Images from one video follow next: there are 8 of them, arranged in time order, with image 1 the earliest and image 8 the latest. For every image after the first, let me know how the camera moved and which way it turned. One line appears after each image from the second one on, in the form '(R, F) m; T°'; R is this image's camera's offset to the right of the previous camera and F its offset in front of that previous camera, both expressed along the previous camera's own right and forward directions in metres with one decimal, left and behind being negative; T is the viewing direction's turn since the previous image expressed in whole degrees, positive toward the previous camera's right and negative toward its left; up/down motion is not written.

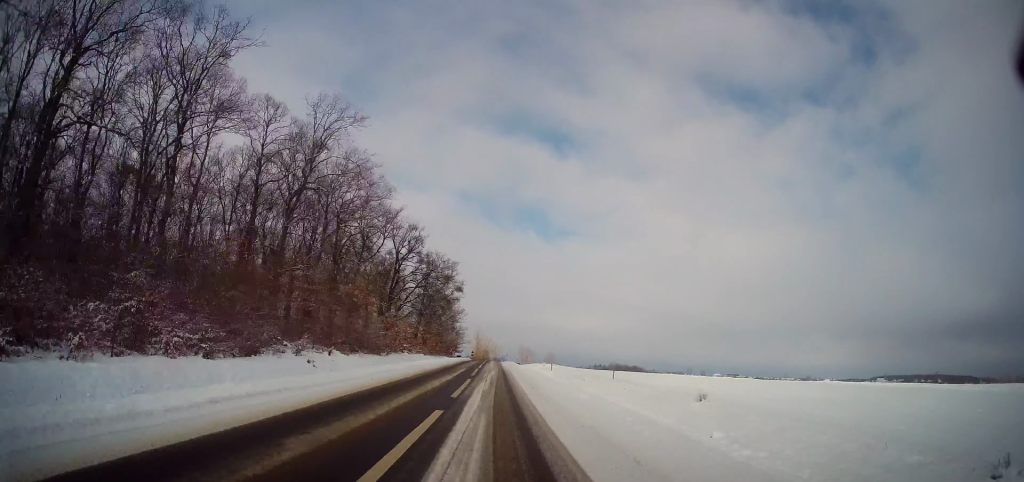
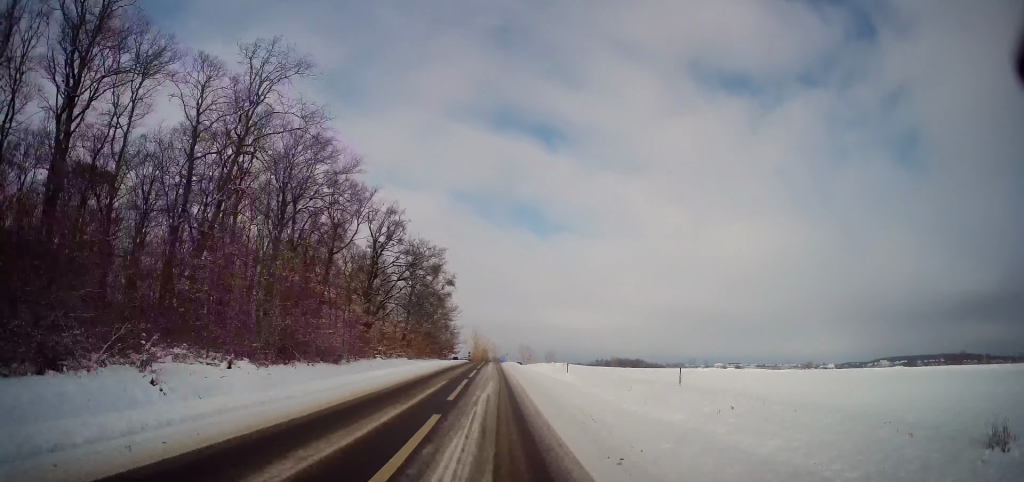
(-0.2, +11.8) m; 0°
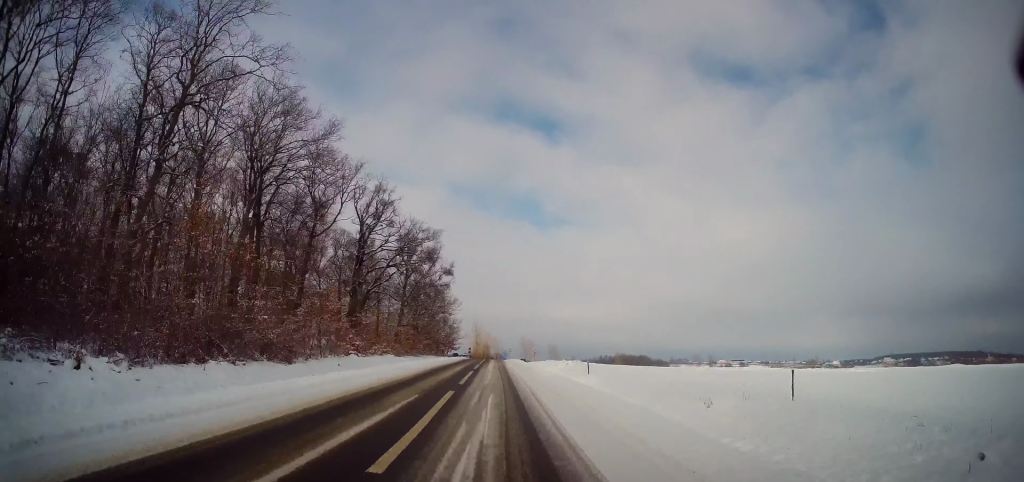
(+0.1, +8.2) m; +1°
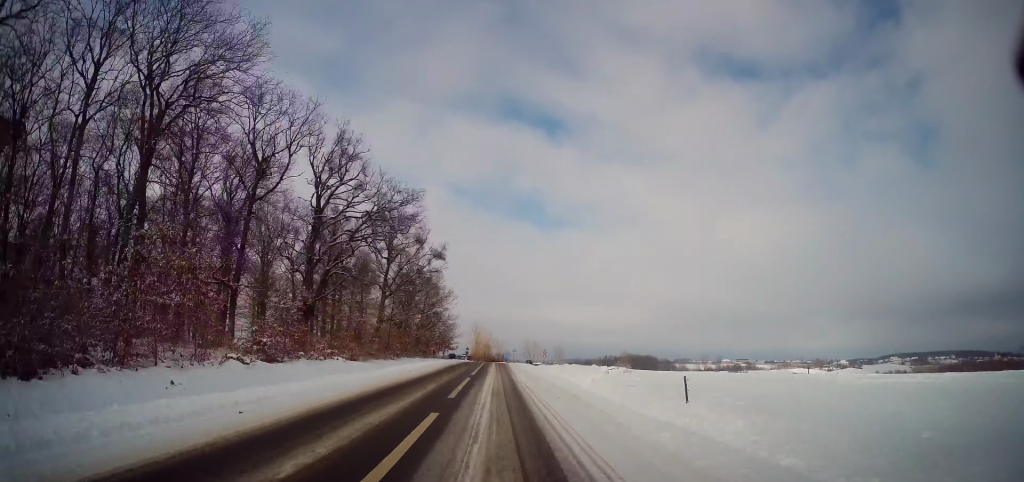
(+0.2, +16.2) m; 0°
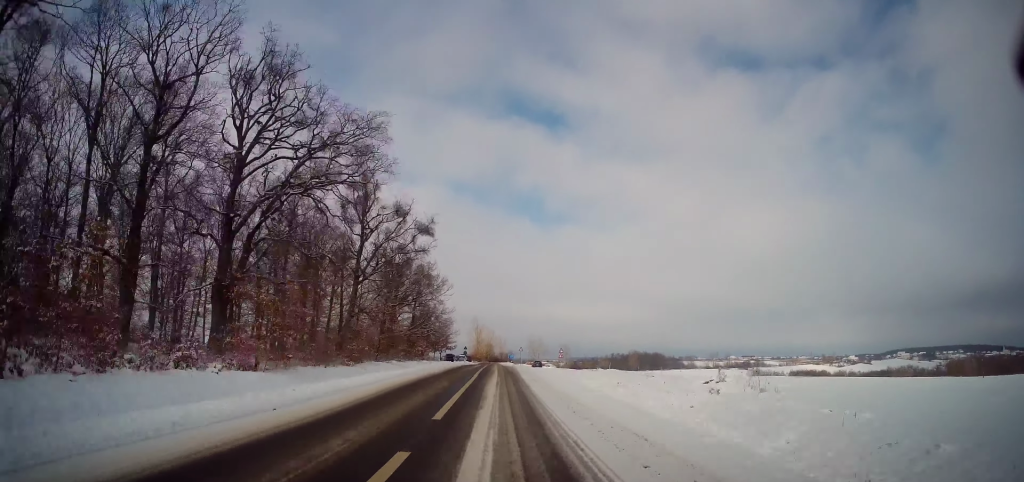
(0.0, +15.4) m; -1°
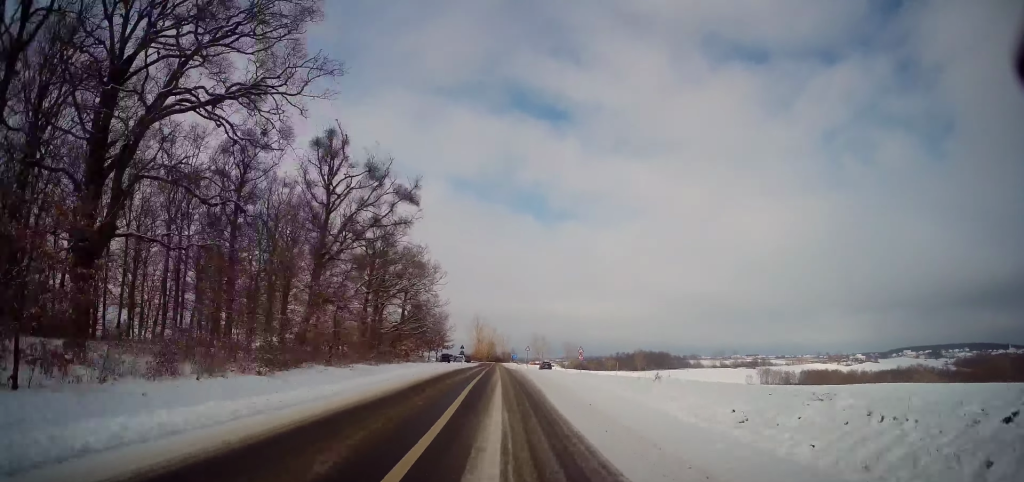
(-0.1, +12.7) m; -1°
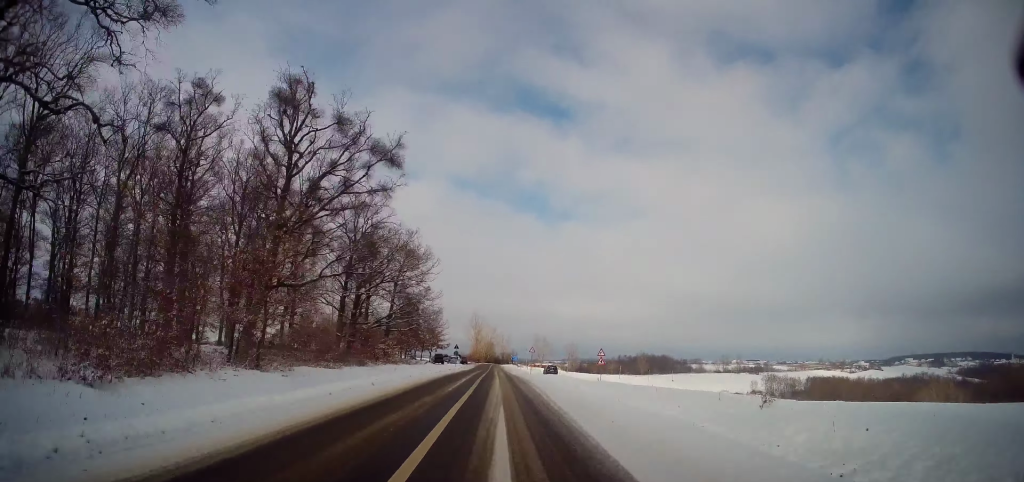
(-0.1, +9.5) m; 0°
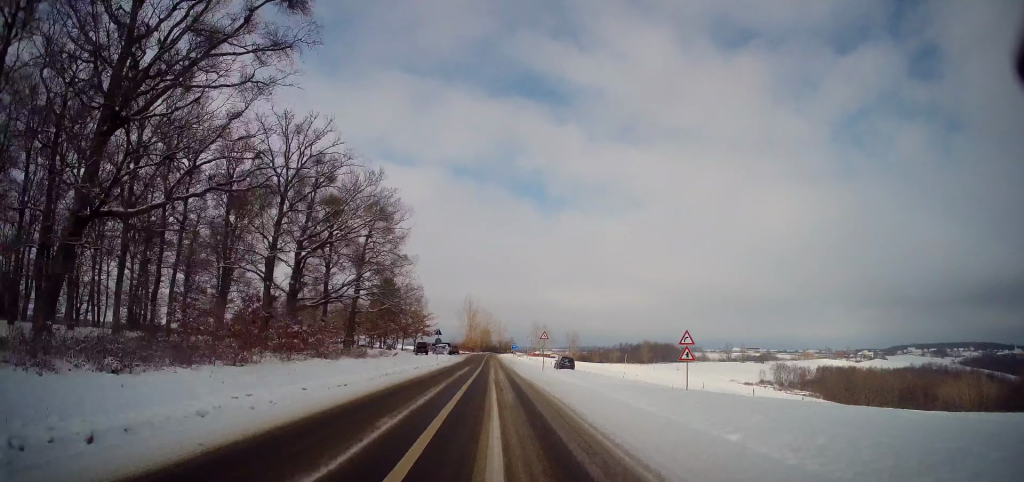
(+0.1, +17.7) m; +1°
